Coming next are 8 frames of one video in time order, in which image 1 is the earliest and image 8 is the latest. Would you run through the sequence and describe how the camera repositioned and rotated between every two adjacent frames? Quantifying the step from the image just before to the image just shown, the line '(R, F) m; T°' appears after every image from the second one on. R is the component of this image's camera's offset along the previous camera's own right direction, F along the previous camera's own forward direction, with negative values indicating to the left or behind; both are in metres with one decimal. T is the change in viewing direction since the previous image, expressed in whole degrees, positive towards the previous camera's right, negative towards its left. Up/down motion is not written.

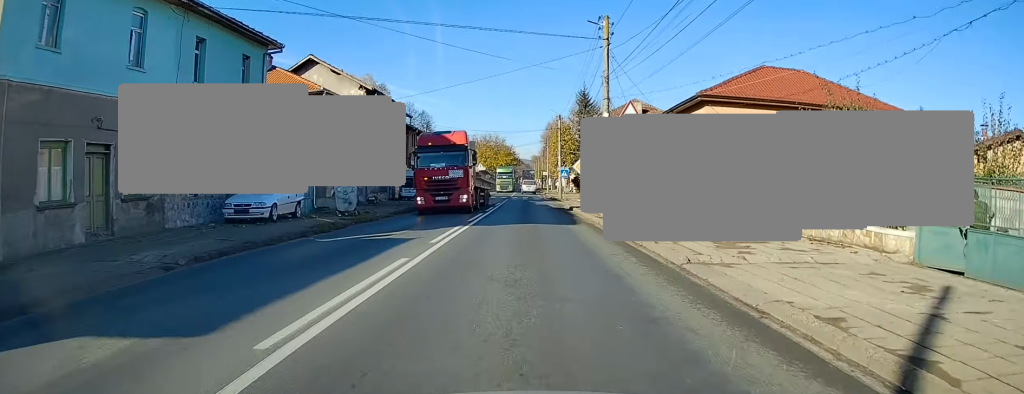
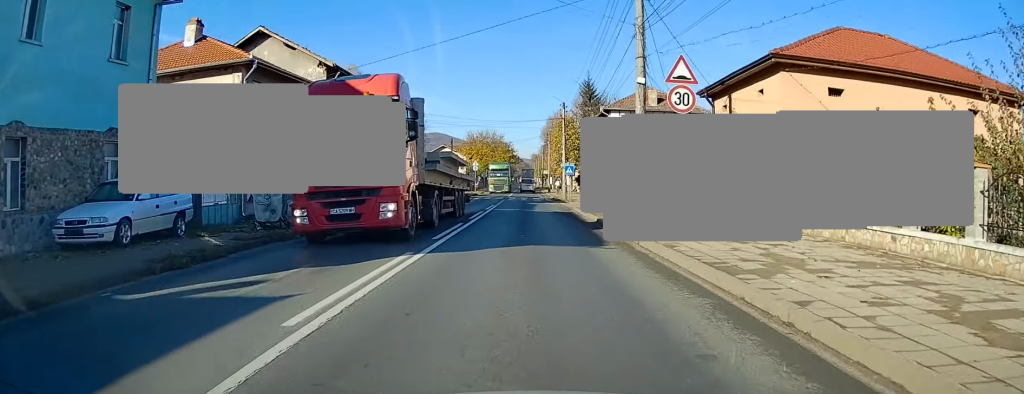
(0.0, +8.3) m; 0°
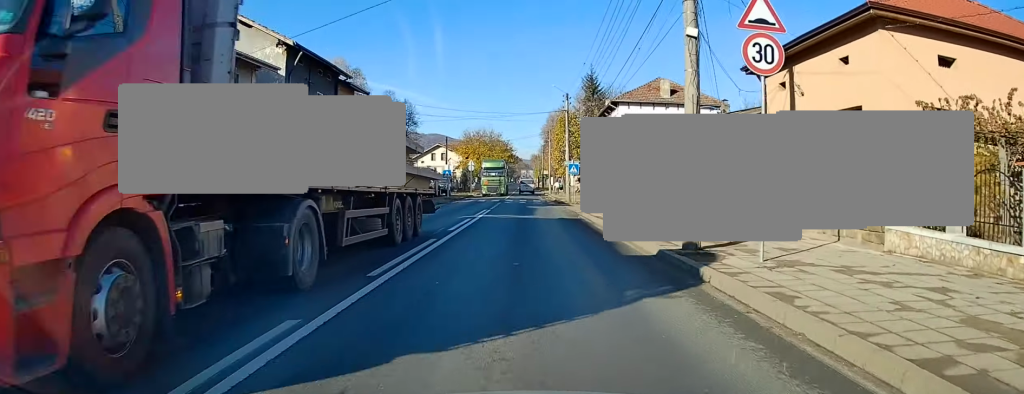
(0.0, +5.9) m; 0°
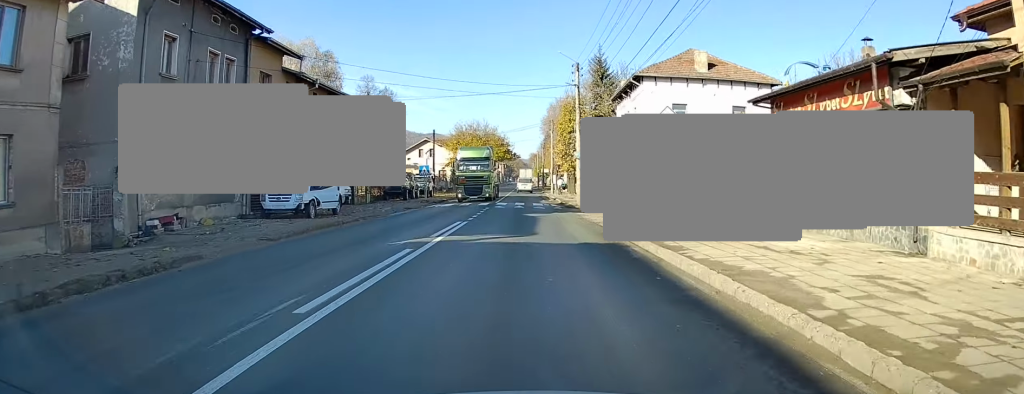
(-0.1, +12.1) m; -2°
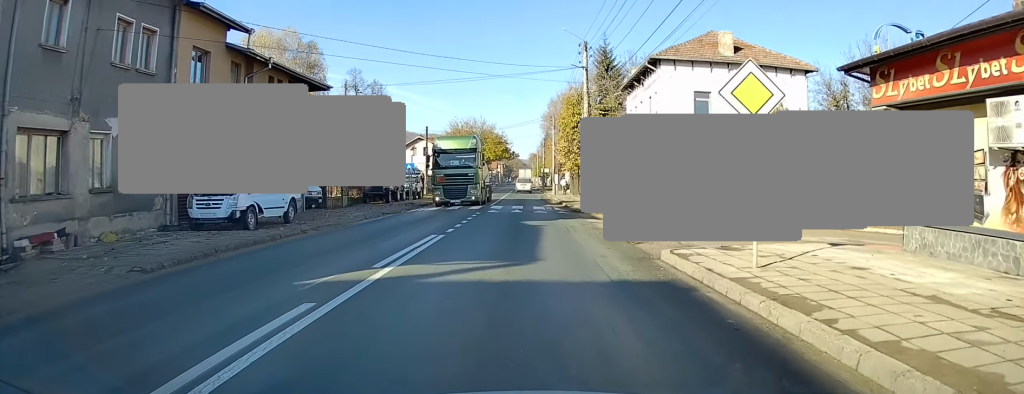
(-0.2, +5.8) m; 0°
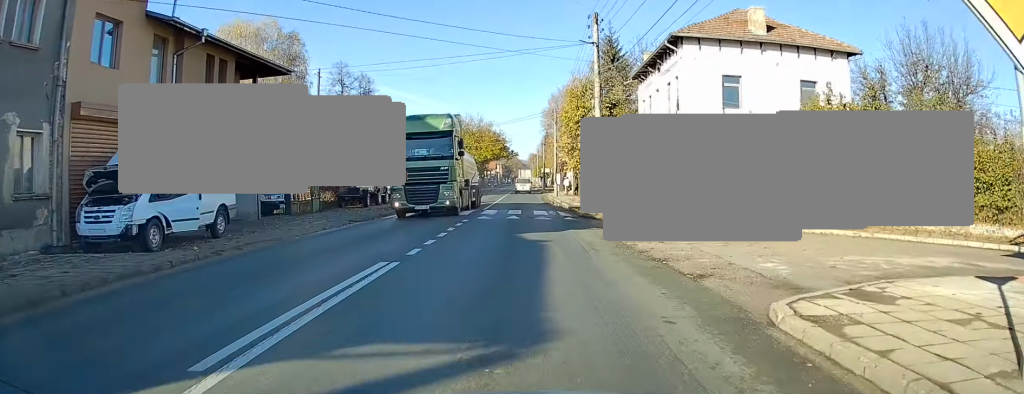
(0.0, +5.6) m; +1°
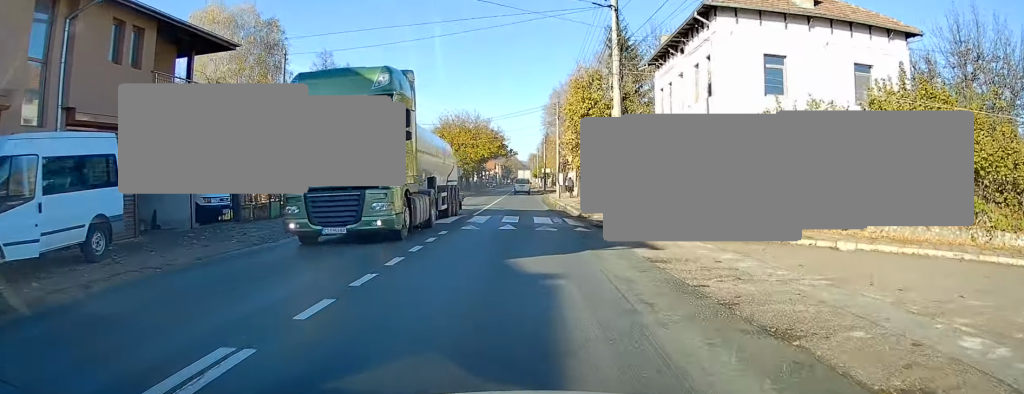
(+0.2, +5.7) m; +2°
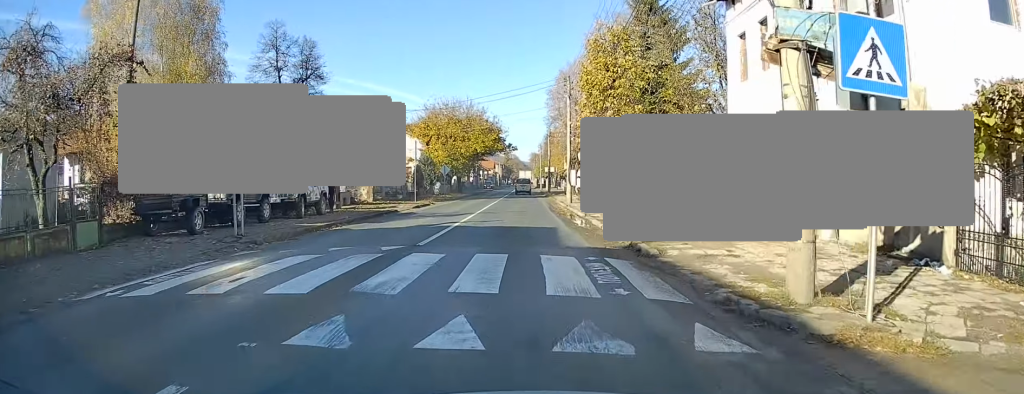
(+0.1, +14.0) m; -1°
